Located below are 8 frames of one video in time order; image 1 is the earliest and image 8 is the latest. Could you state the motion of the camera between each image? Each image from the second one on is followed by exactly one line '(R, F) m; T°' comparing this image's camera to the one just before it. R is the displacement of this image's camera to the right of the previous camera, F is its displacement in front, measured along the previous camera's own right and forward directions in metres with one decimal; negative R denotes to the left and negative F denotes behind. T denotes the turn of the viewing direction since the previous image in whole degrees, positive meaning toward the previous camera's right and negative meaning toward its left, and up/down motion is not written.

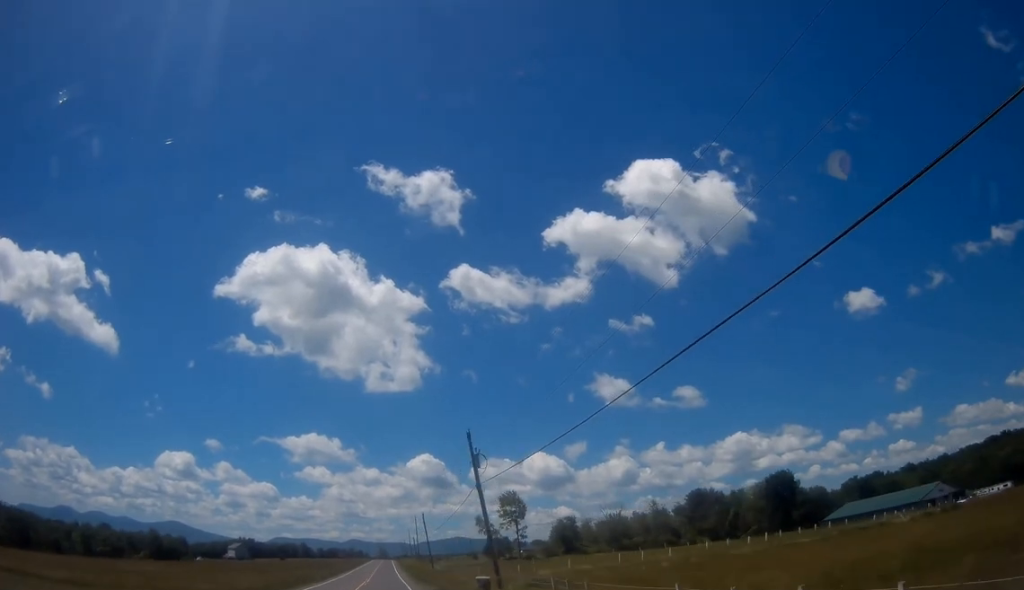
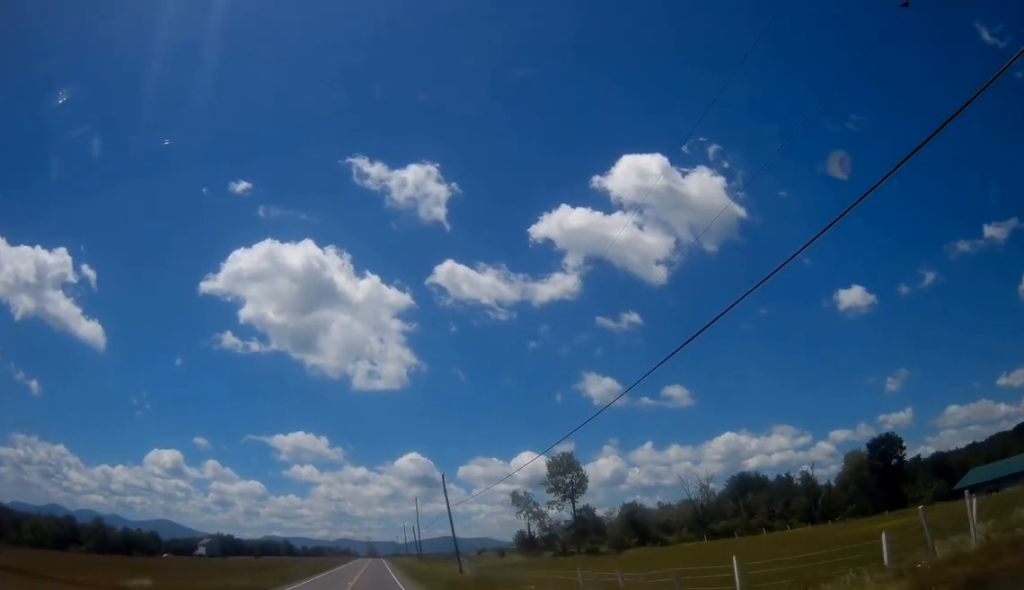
(+0.3, +42.2) m; +1°
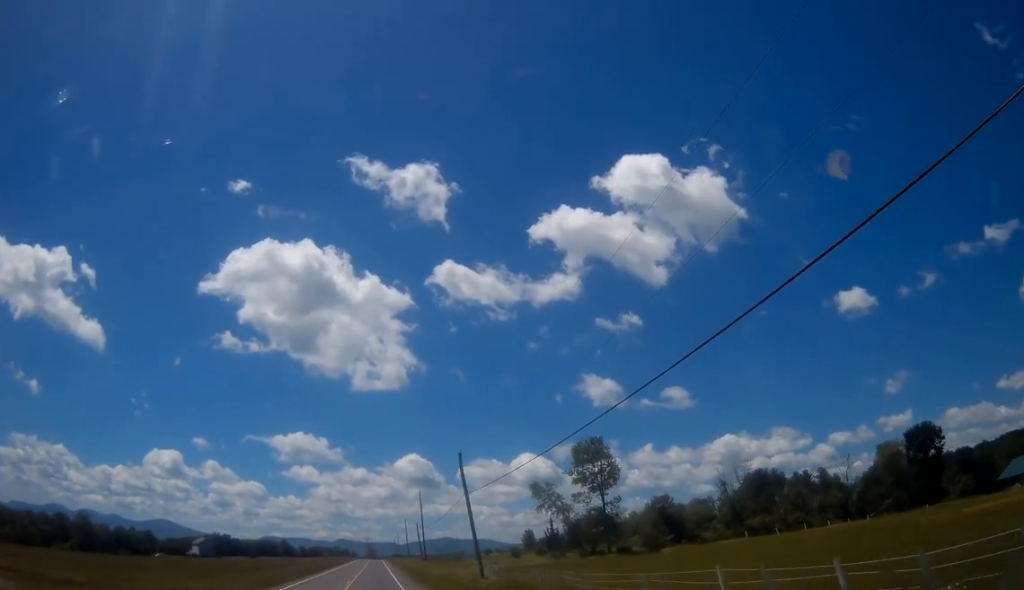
(+0.1, +11.1) m; 0°
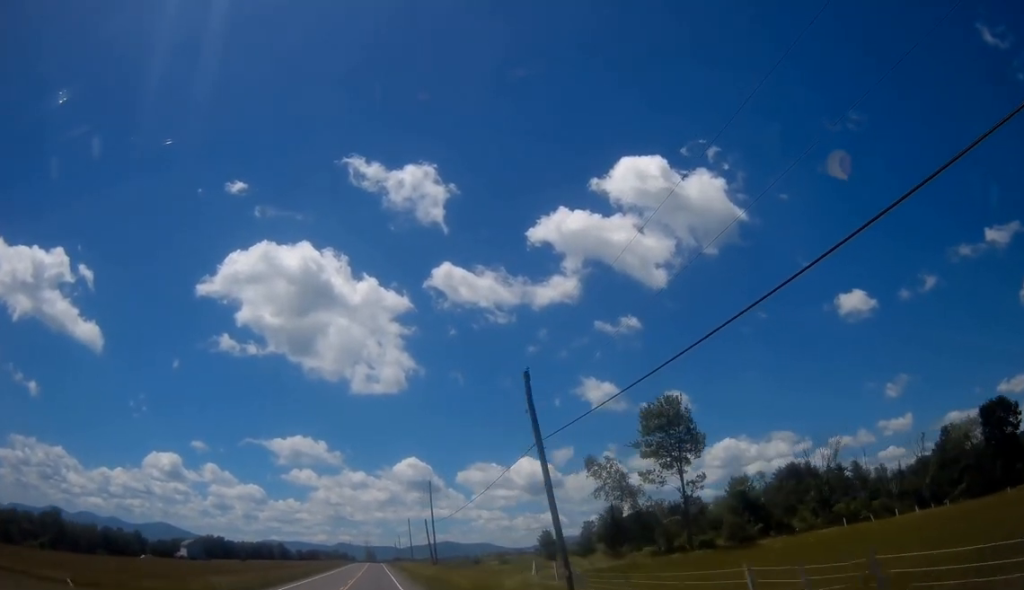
(+0.1, +19.5) m; 0°
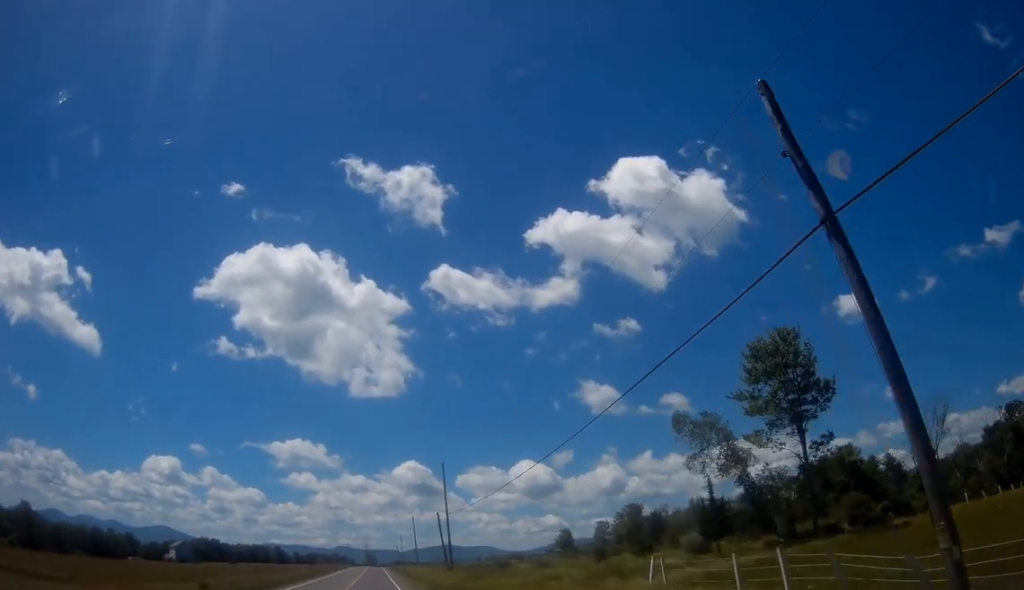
(-0.1, +17.0) m; 0°
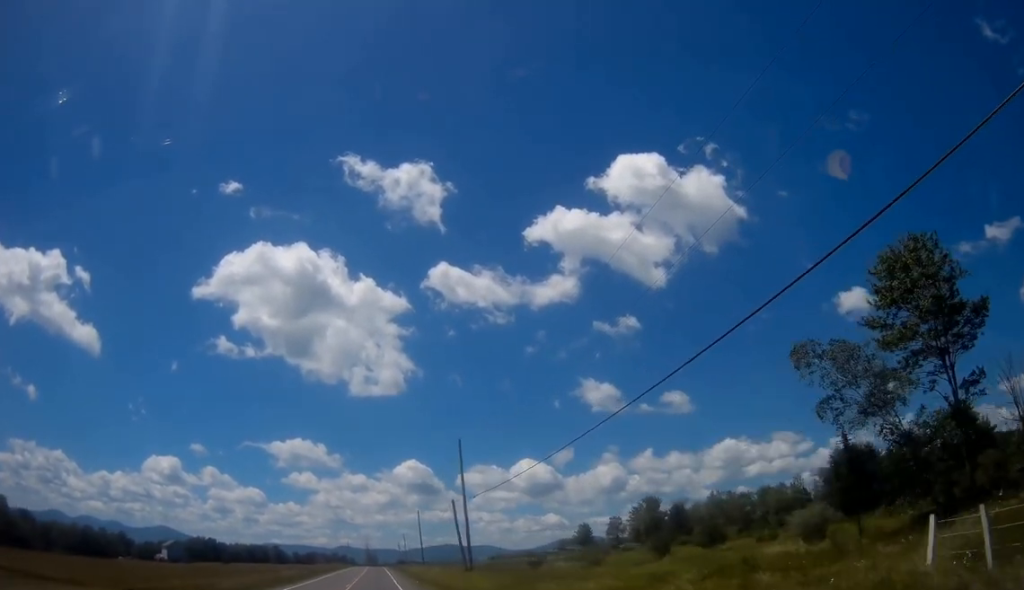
(0.0, +12.8) m; 0°
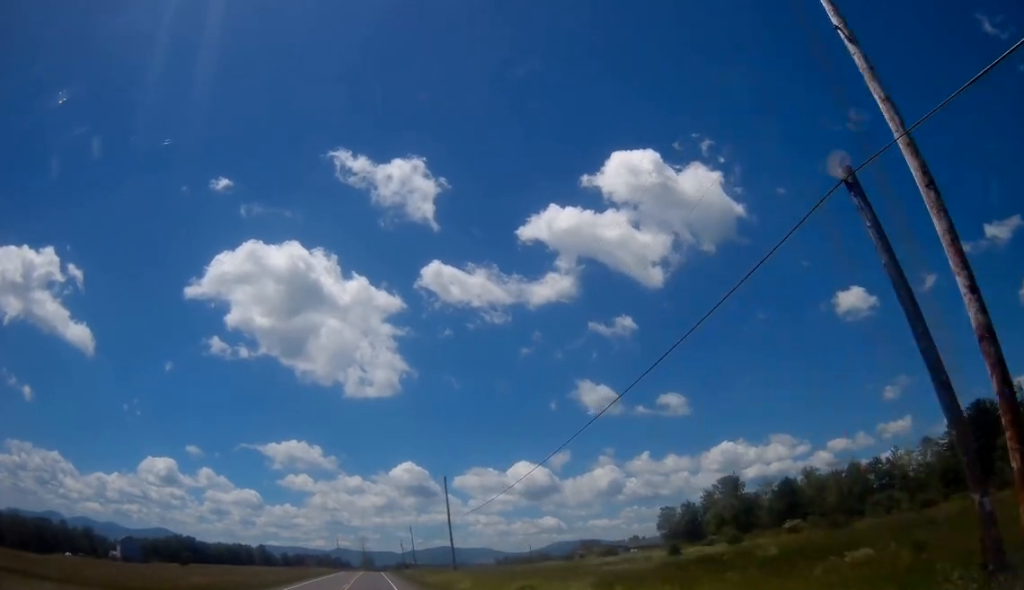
(+0.3, +48.5) m; 0°
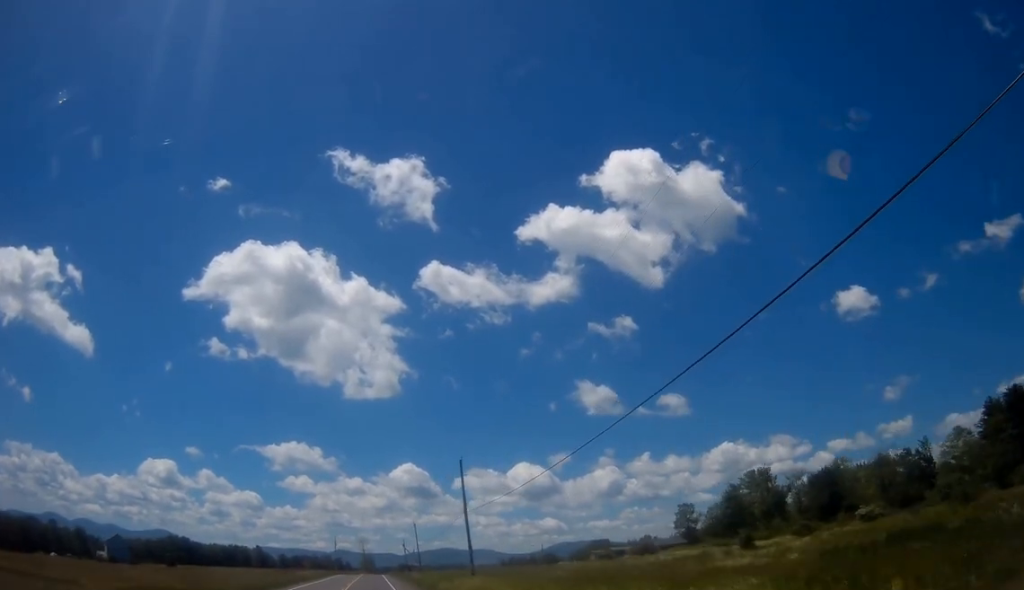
(0.0, +11.9) m; 0°
